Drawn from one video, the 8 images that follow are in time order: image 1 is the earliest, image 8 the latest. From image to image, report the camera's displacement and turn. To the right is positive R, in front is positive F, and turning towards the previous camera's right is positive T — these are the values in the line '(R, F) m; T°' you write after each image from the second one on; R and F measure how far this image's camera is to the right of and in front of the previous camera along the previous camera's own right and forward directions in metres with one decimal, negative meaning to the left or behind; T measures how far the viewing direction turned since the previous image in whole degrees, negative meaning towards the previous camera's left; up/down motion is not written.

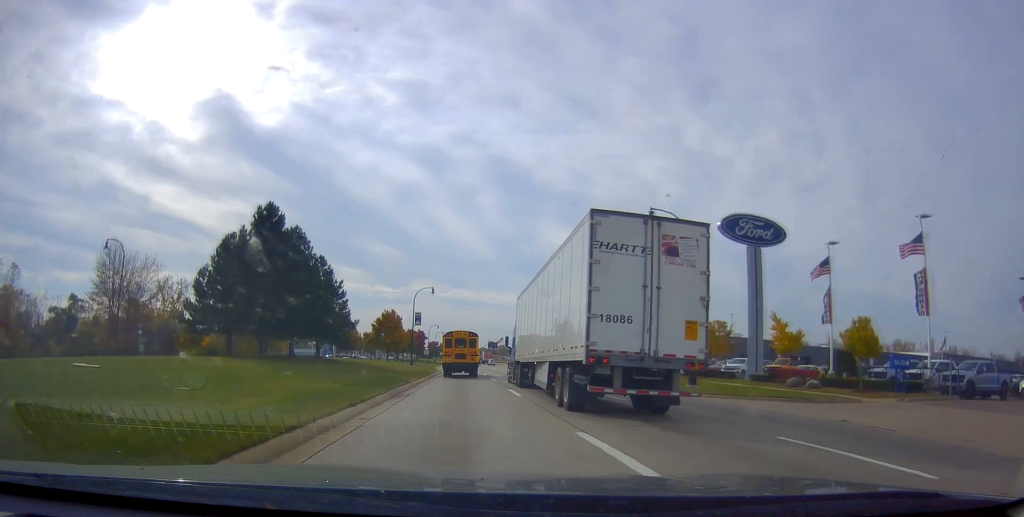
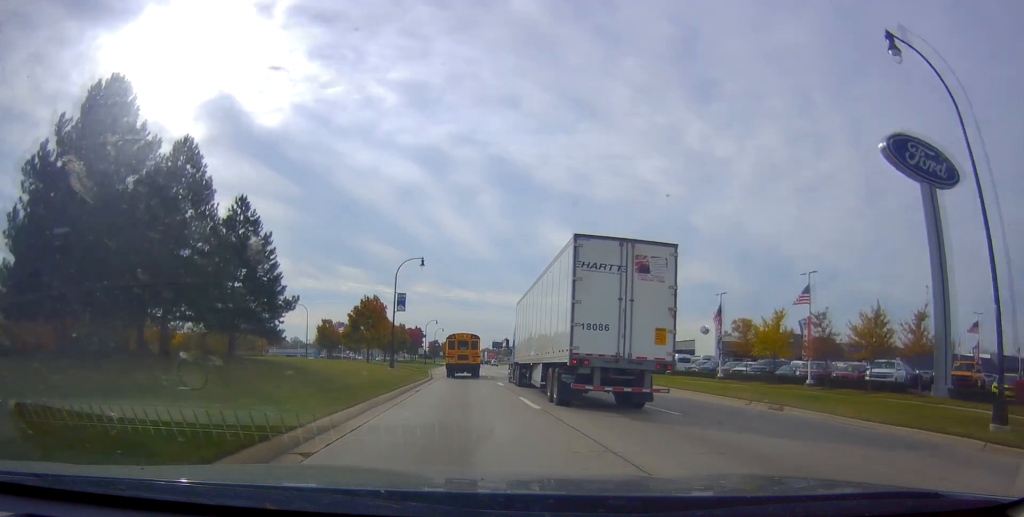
(-0.7, +20.5) m; 0°
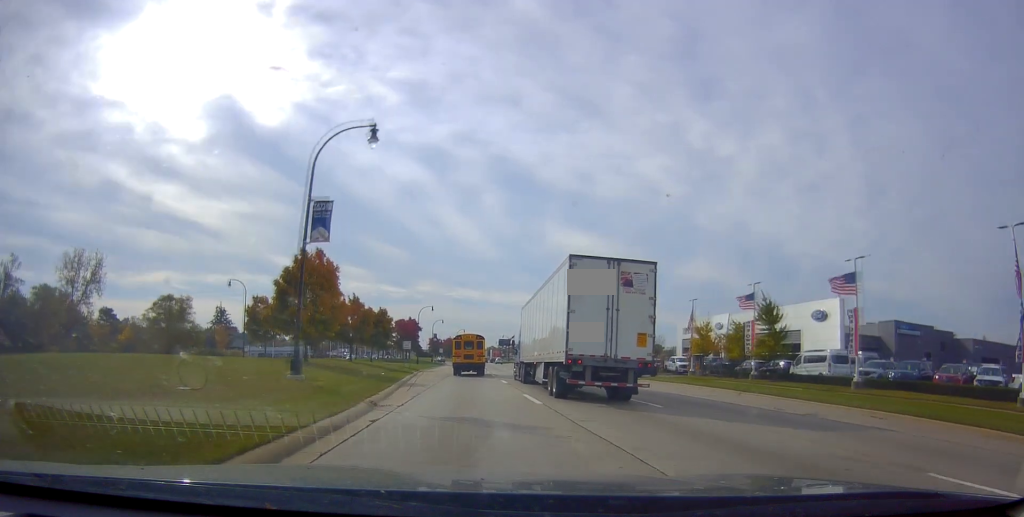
(+0.7, +28.7) m; +1°
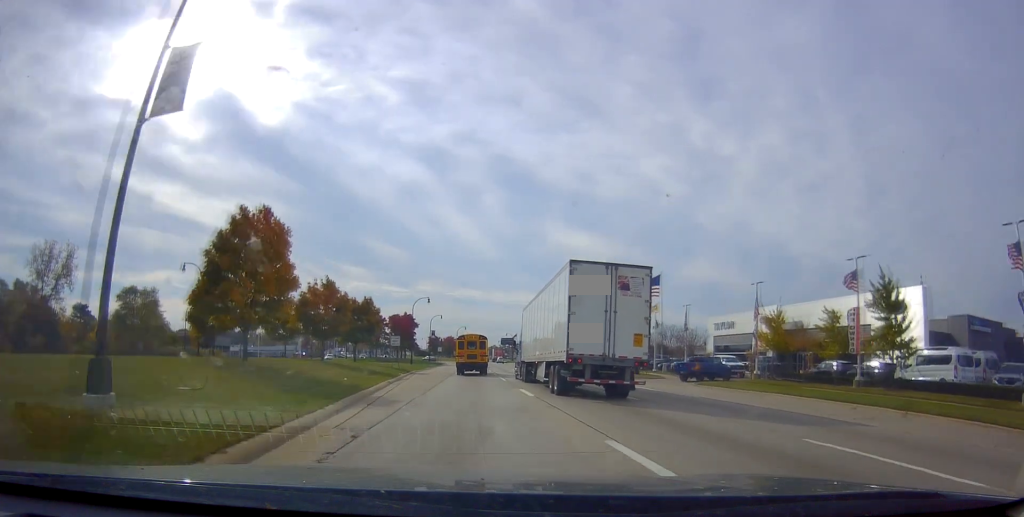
(0.0, +12.1) m; 0°
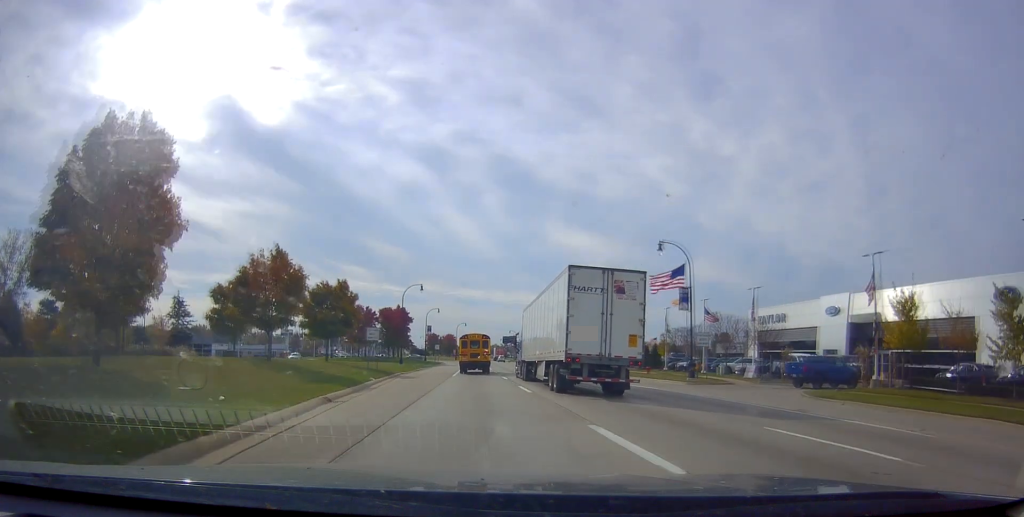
(+0.2, +13.4) m; -1°
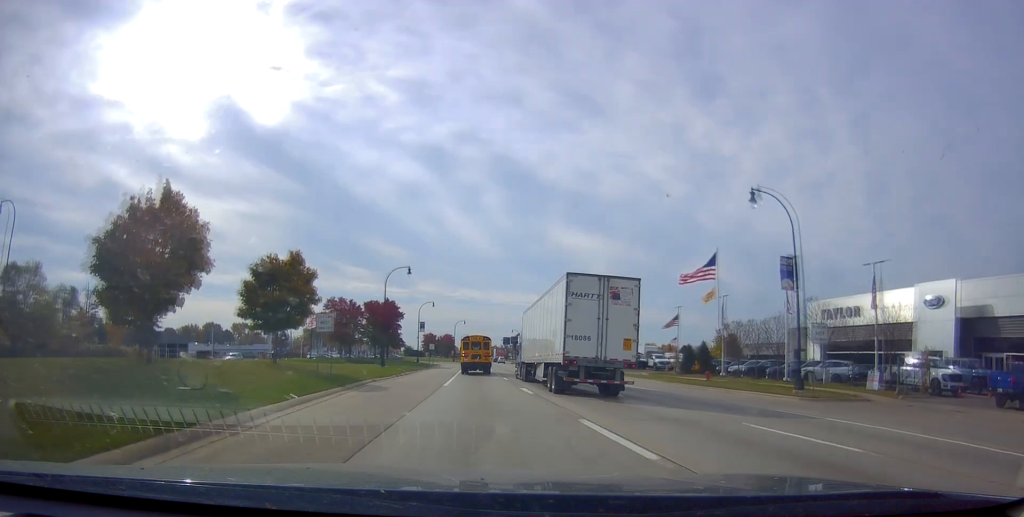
(-0.6, +14.0) m; 0°
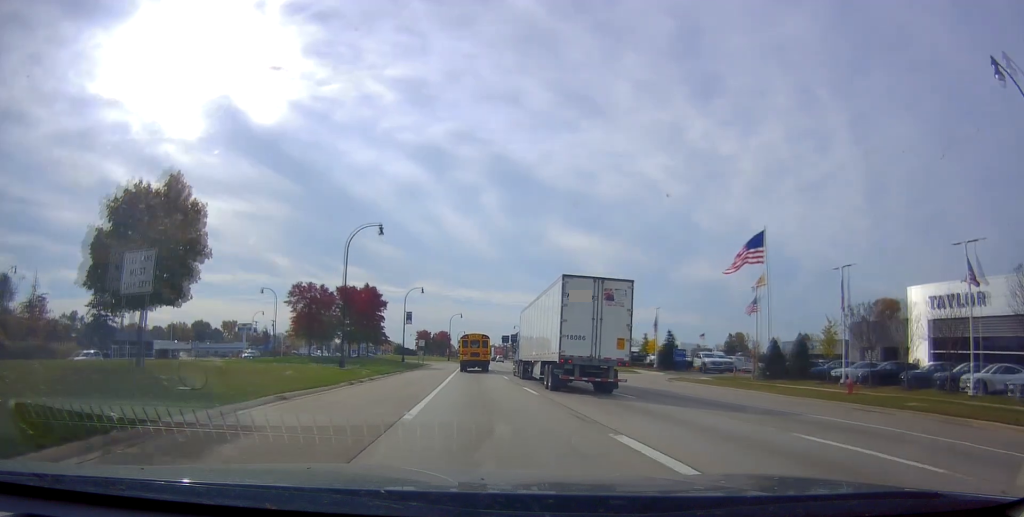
(+0.6, +16.6) m; 0°
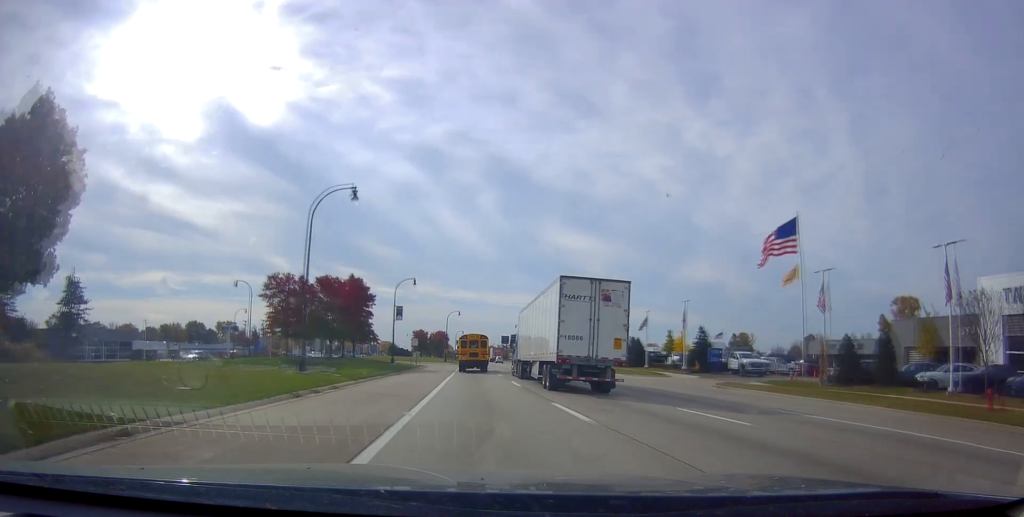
(0.0, +8.8) m; 0°
